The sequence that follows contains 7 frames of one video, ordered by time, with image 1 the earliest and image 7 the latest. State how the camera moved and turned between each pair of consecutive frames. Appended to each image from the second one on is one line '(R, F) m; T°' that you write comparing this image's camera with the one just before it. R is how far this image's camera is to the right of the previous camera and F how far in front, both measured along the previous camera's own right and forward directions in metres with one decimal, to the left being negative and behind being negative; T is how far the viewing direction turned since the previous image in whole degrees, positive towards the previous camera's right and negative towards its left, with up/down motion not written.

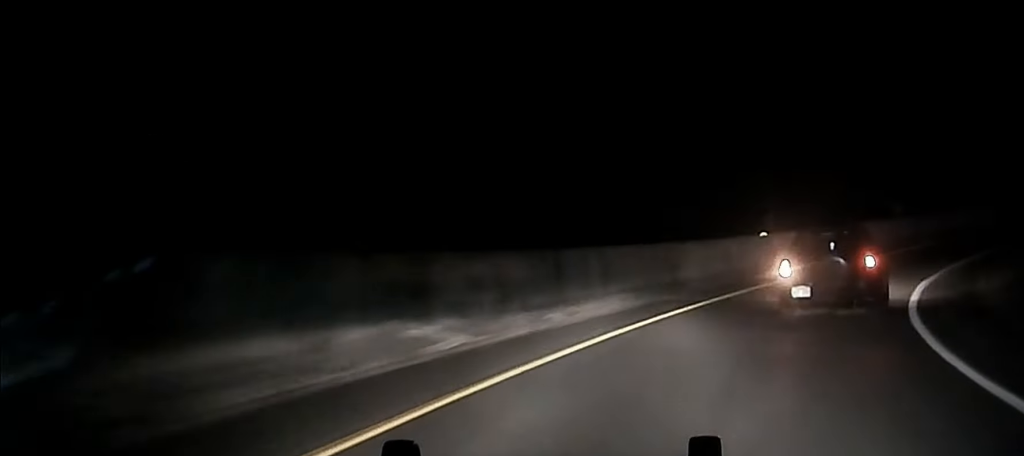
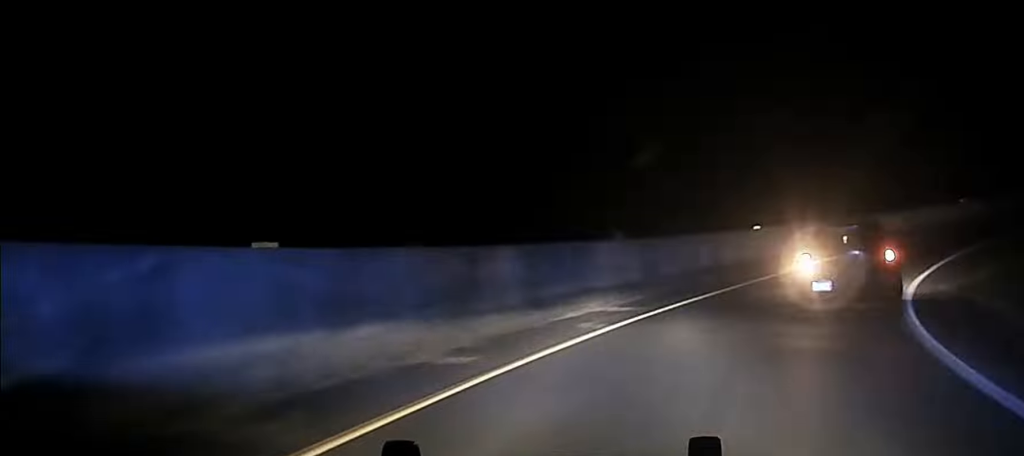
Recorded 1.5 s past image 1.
(+3.7, +23.9) m; +20°
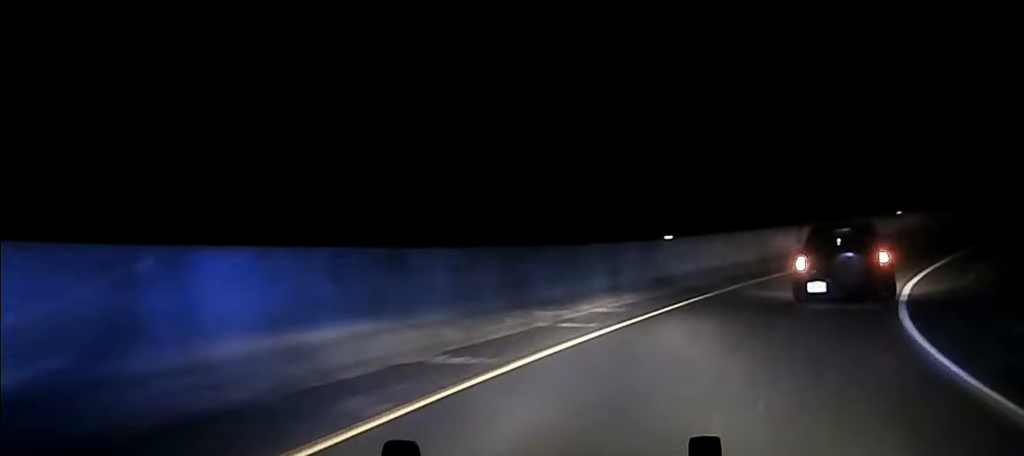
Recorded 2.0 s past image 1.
(+0.8, +7.5) m; +6°
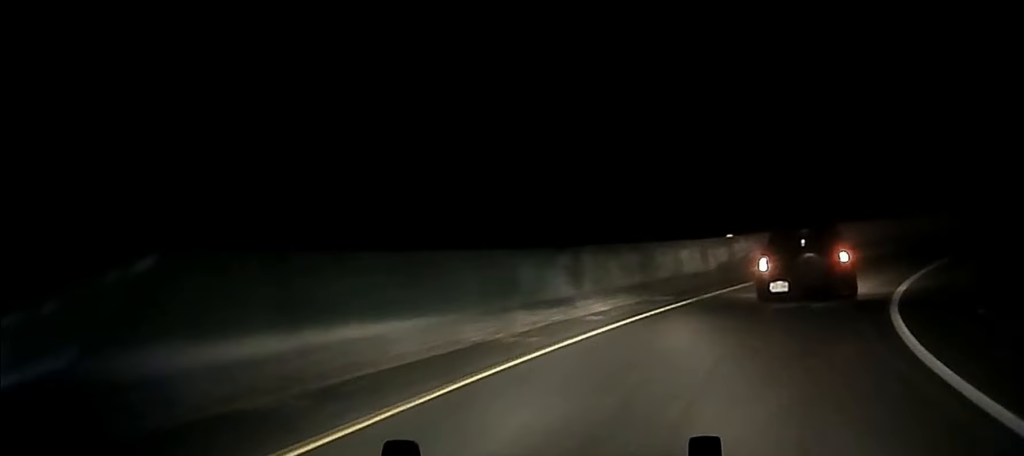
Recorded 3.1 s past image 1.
(+2.8, +19.7) m; +16°
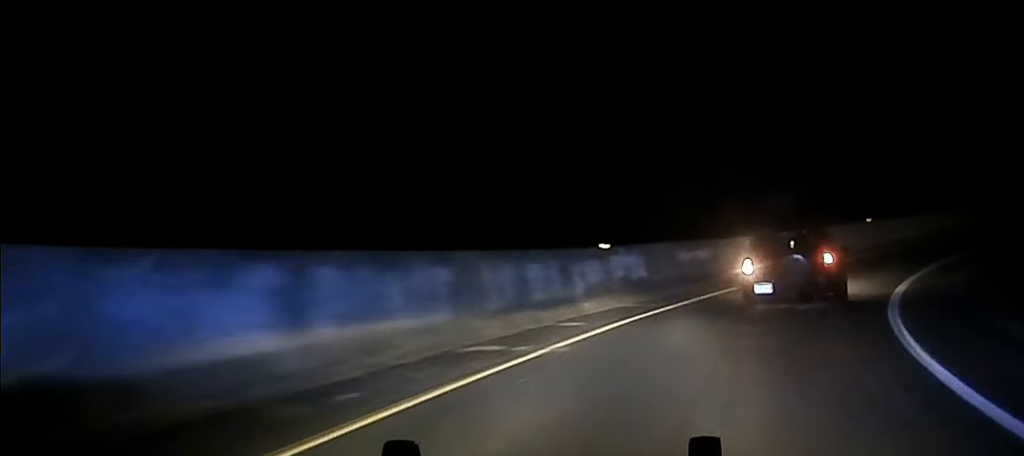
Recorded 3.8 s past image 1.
(+0.5, +11.1) m; +9°
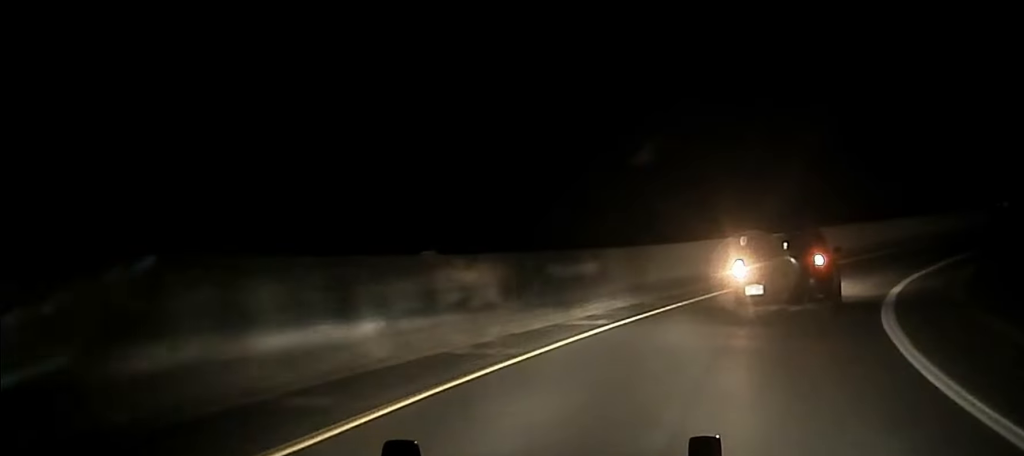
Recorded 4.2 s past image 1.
(+1.1, +9.4) m; +5°
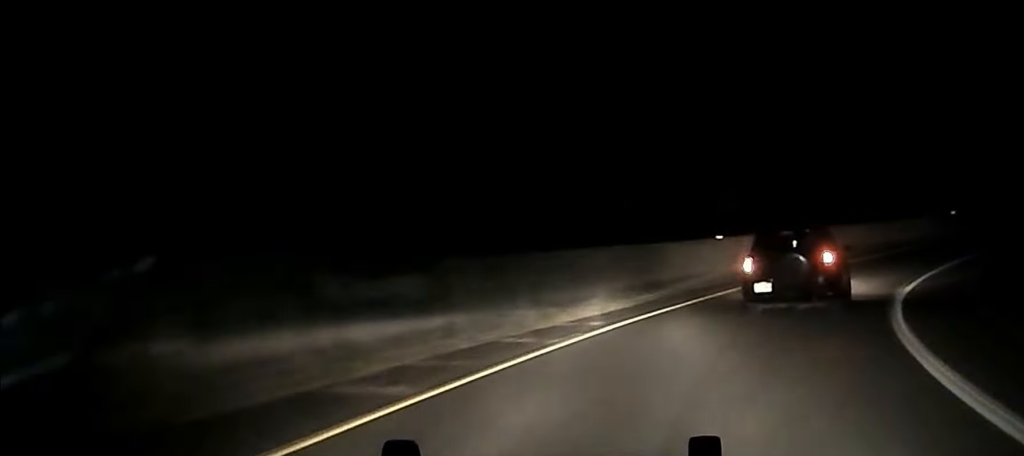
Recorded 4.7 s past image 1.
(+0.4, +8.8) m; +5°
